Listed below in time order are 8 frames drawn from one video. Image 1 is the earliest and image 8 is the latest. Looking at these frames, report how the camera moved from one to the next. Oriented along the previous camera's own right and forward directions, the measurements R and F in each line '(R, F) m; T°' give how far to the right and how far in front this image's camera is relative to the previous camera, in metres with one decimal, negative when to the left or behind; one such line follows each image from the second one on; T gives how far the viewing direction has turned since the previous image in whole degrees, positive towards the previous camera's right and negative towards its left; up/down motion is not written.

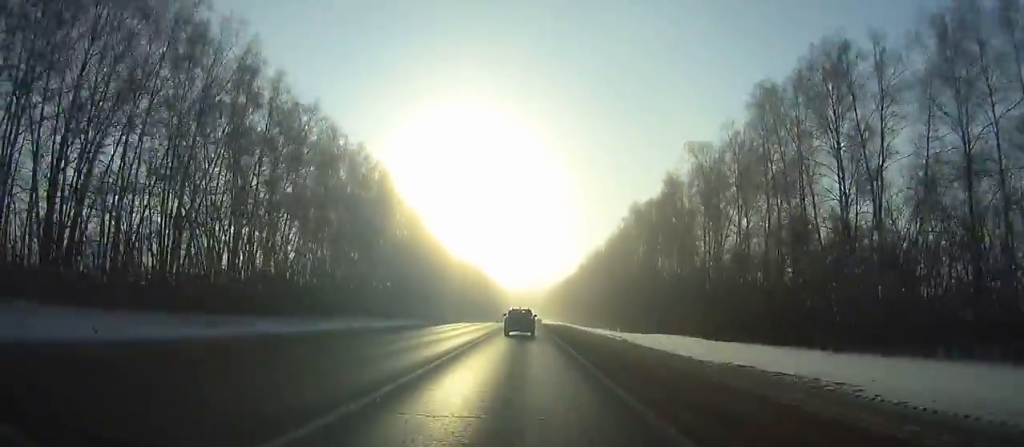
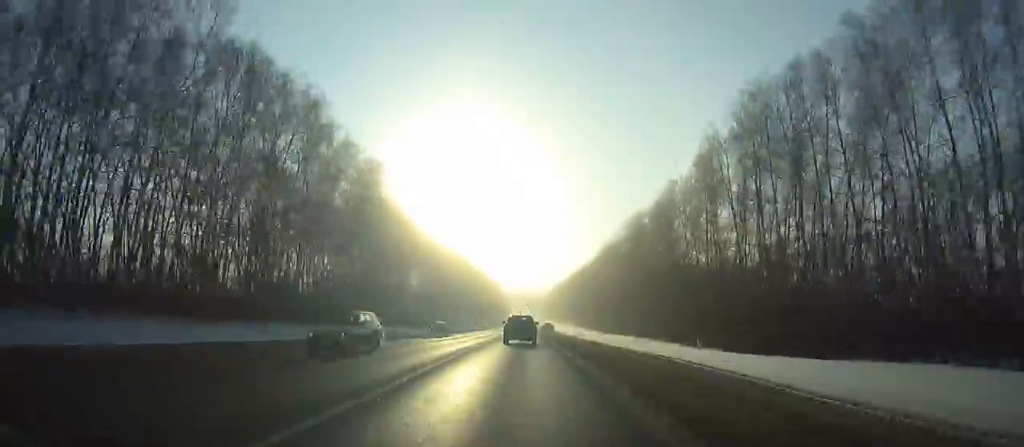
(-0.1, +66.3) m; 0°
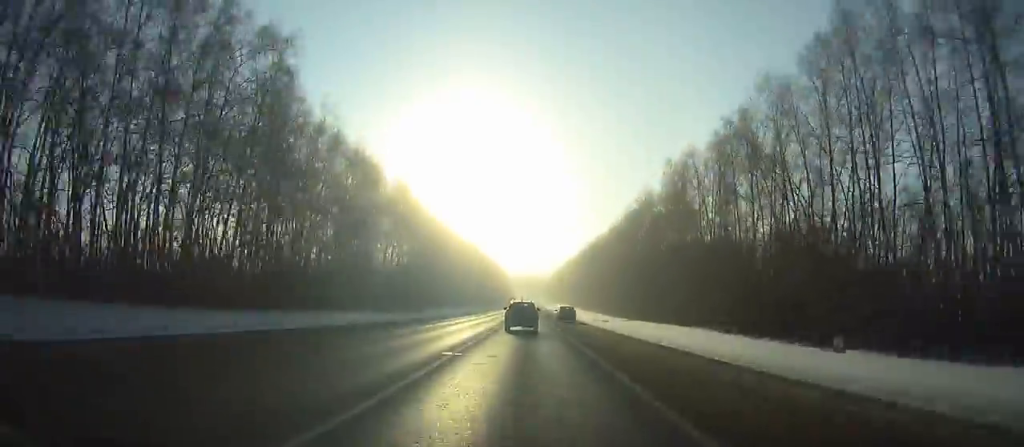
(0.0, +35.2) m; 0°
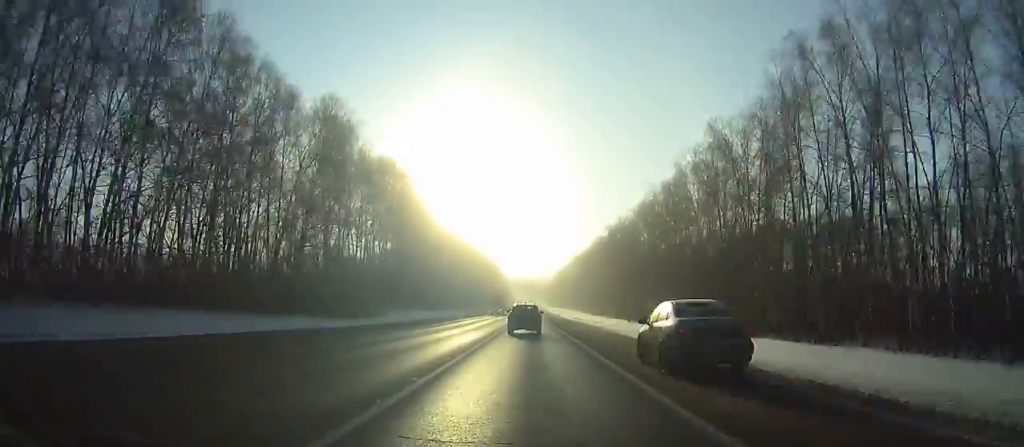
(-0.3, +41.9) m; 0°
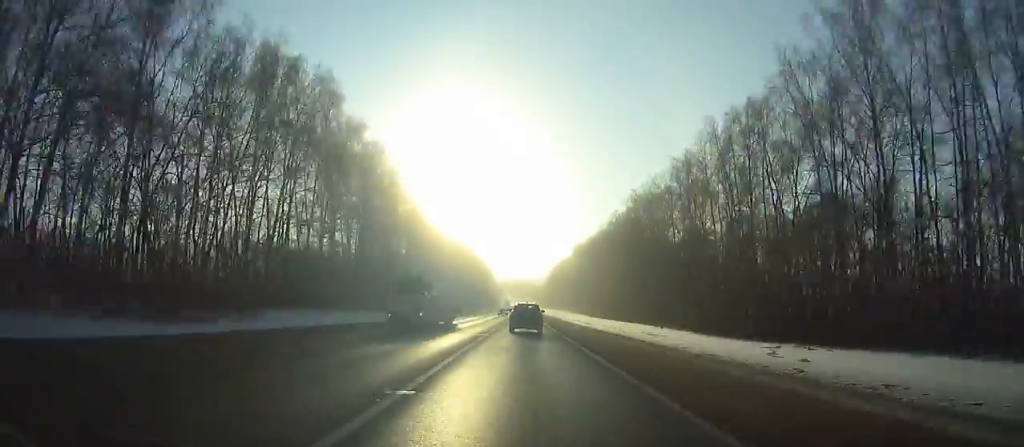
(0.0, +39.9) m; 0°
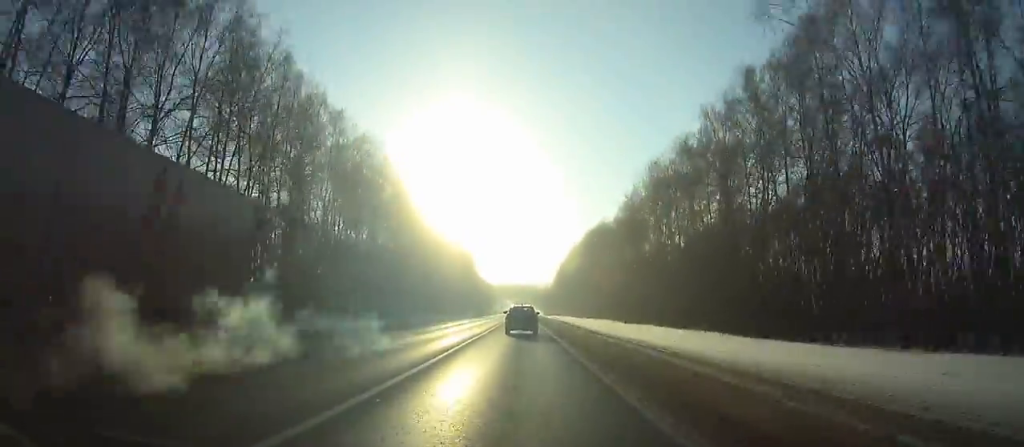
(+0.8, +138.2) m; 0°
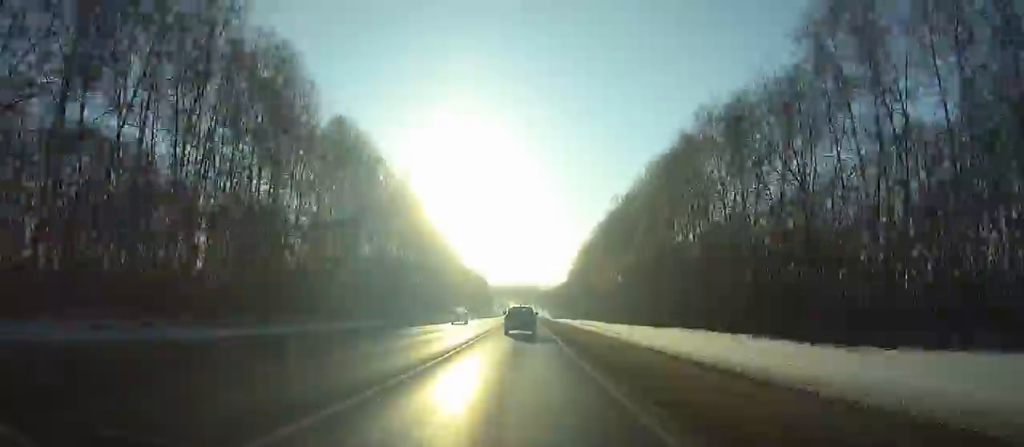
(0.0, +88.9) m; 0°
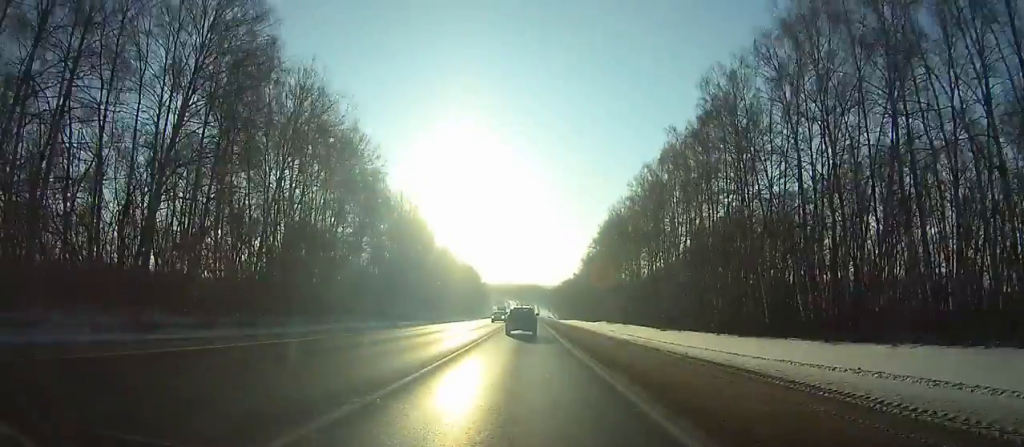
(0.0, +64.2) m; 0°
